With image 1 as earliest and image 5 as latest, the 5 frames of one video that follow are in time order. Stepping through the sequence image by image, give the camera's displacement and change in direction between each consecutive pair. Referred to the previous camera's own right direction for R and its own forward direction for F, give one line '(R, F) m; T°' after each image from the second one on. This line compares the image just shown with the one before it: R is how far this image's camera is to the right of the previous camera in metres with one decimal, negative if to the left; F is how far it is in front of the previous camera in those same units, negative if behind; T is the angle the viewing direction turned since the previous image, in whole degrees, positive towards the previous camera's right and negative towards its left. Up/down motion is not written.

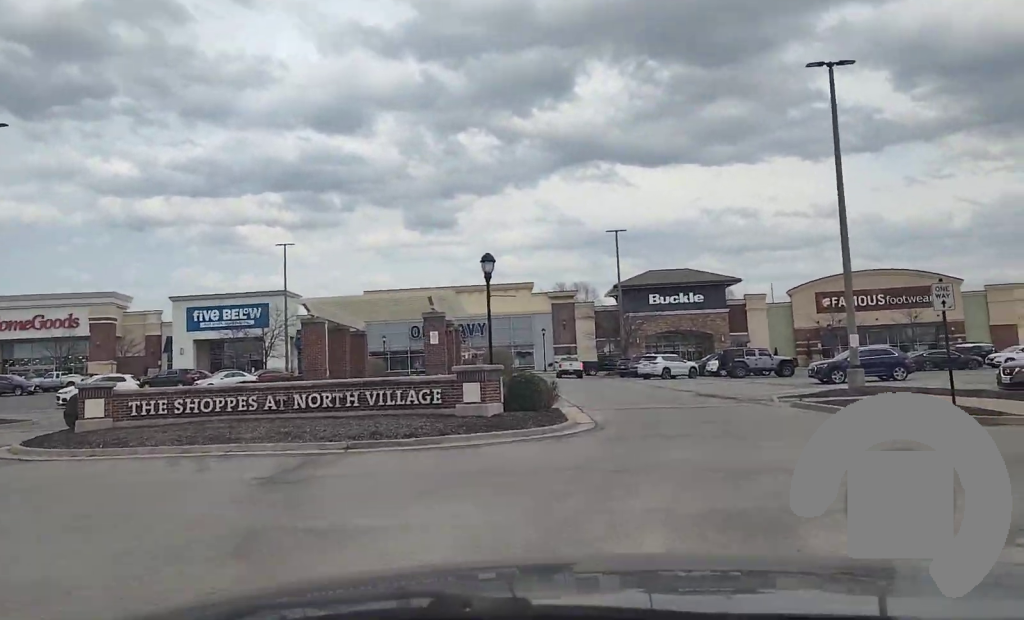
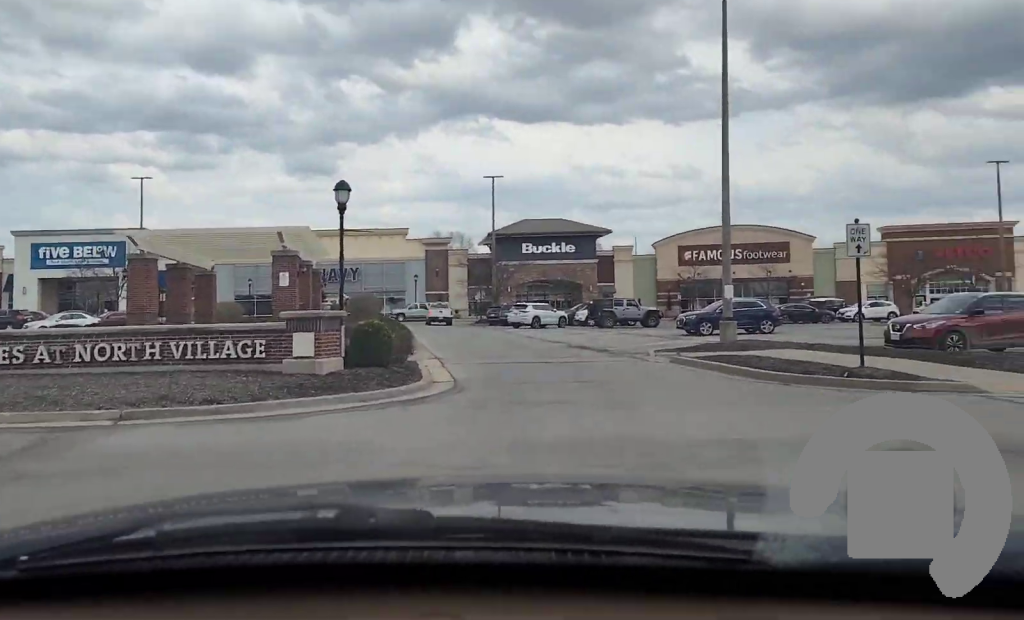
(+0.1, +5.8) m; +4°
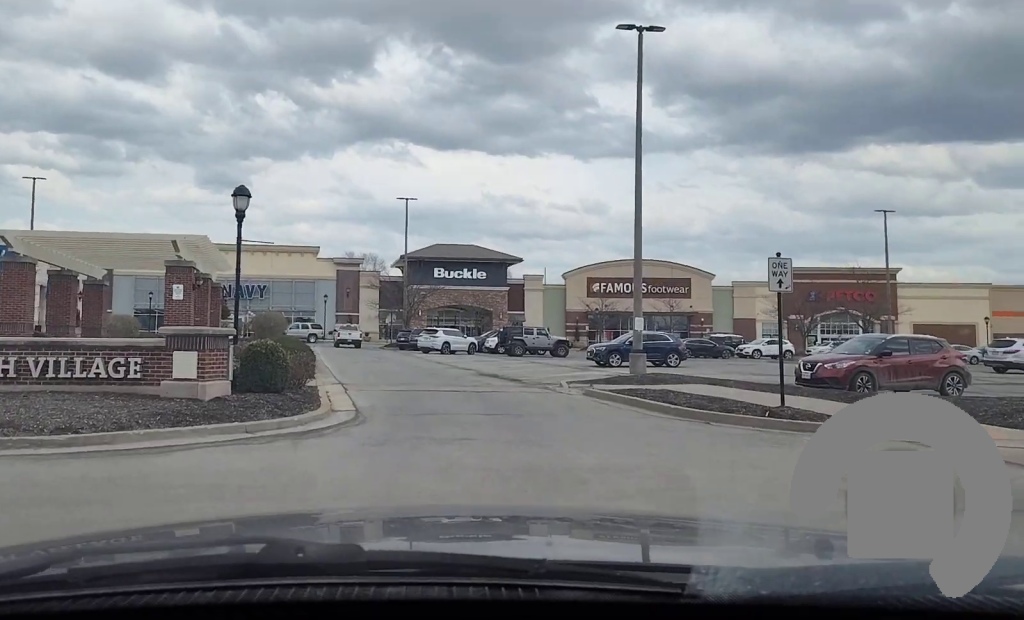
(0.0, +1.4) m; +1°
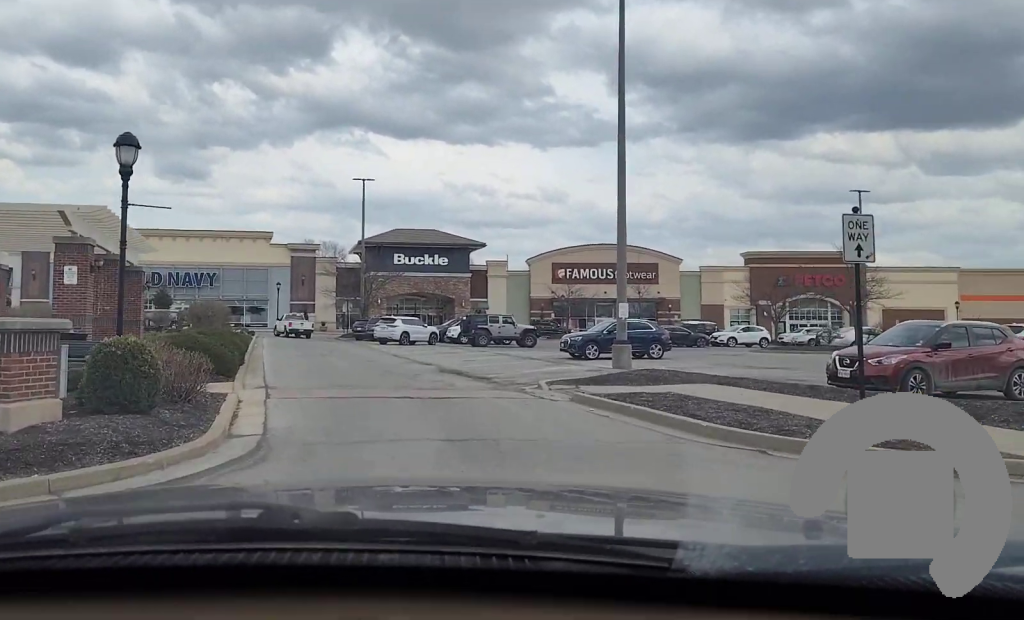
(0.0, +4.5) m; 0°
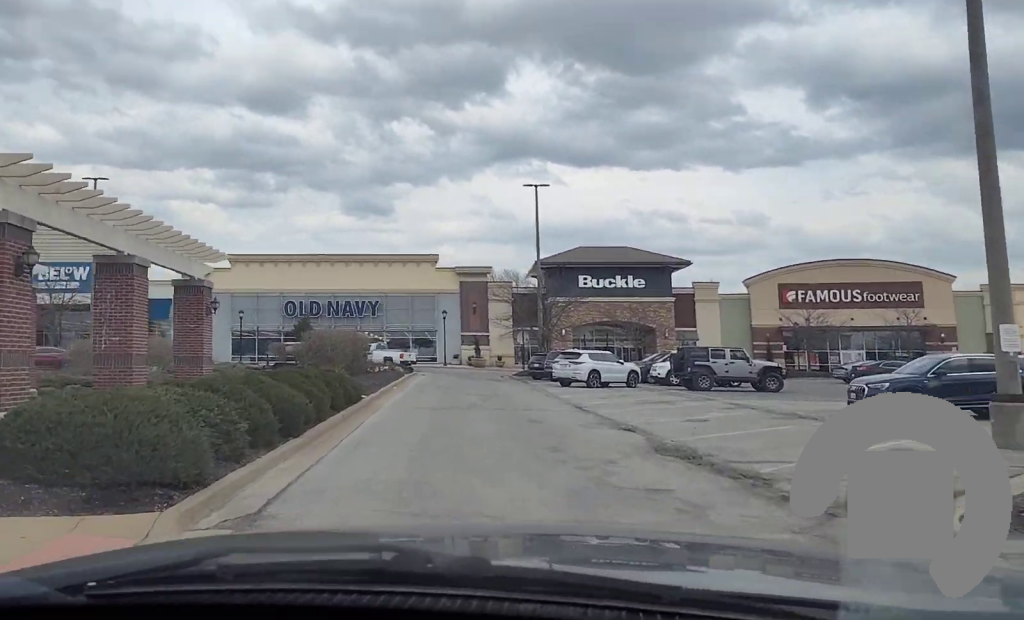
(-0.4, +10.1) m; -5°
